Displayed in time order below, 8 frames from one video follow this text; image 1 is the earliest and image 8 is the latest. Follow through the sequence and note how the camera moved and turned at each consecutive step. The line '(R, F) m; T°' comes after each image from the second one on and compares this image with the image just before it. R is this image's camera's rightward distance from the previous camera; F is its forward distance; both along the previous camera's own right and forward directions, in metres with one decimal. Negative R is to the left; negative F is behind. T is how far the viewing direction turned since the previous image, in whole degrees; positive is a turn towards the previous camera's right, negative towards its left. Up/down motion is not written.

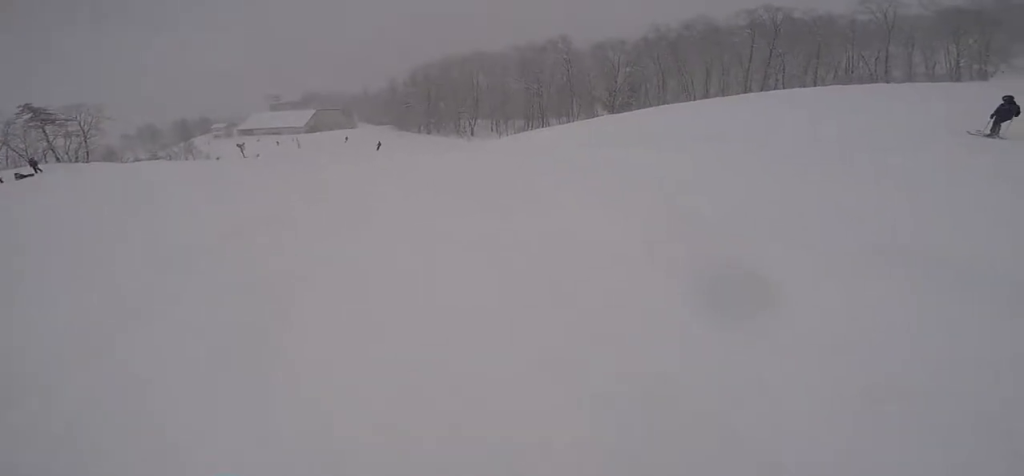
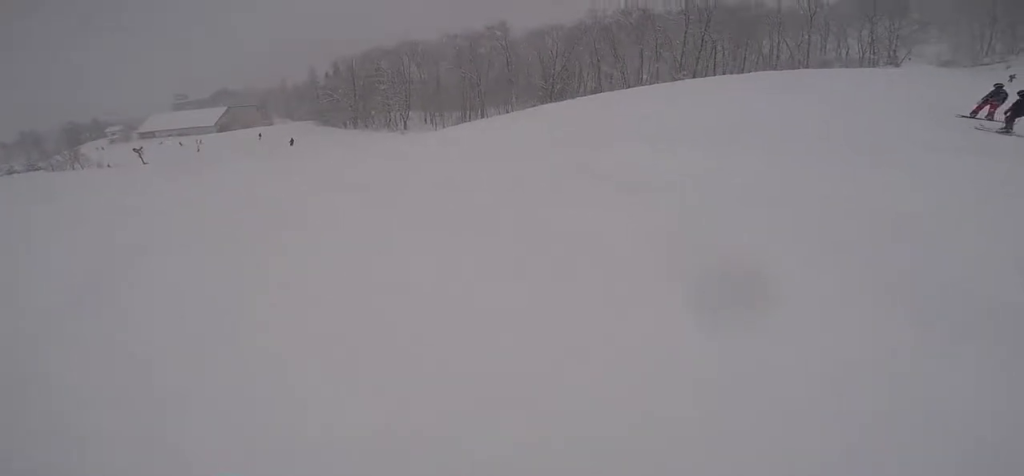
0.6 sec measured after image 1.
(+0.3, +2.9) m; +1°
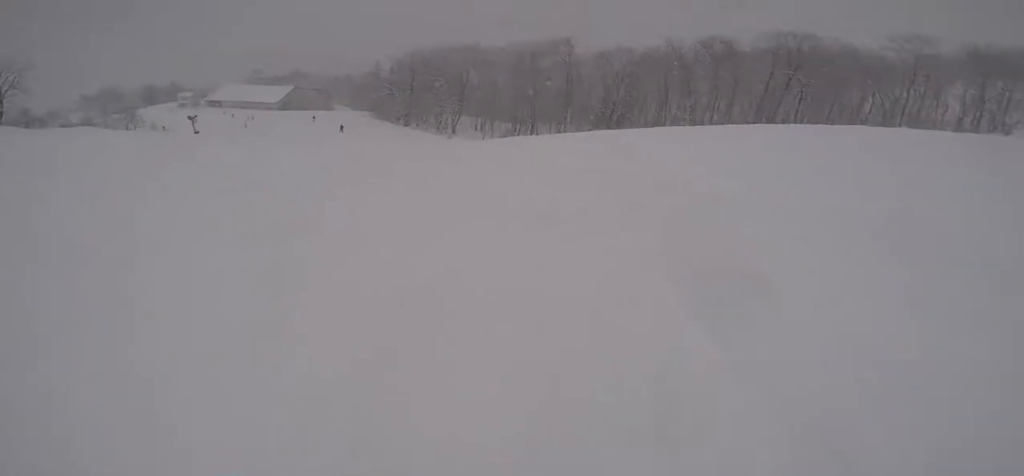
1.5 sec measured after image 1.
(-0.3, +4.1) m; -11°
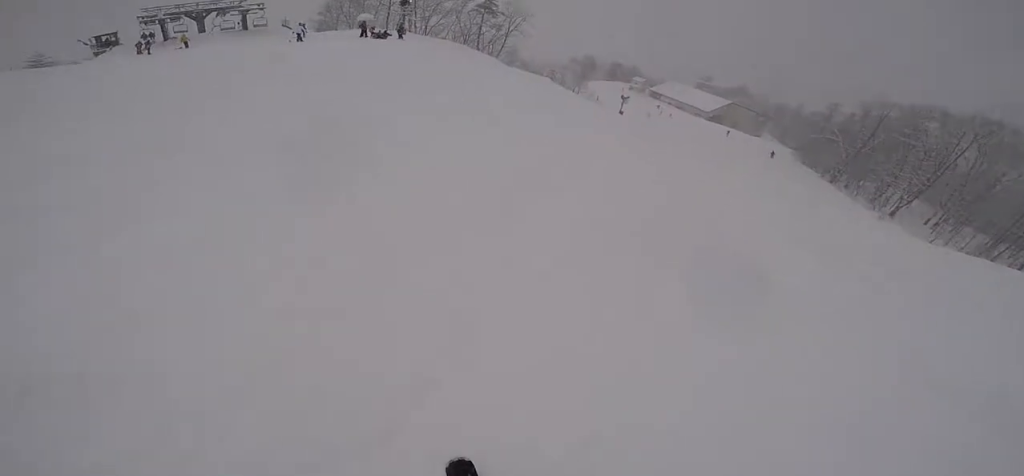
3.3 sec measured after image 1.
(-2.0, +8.4) m; -28°
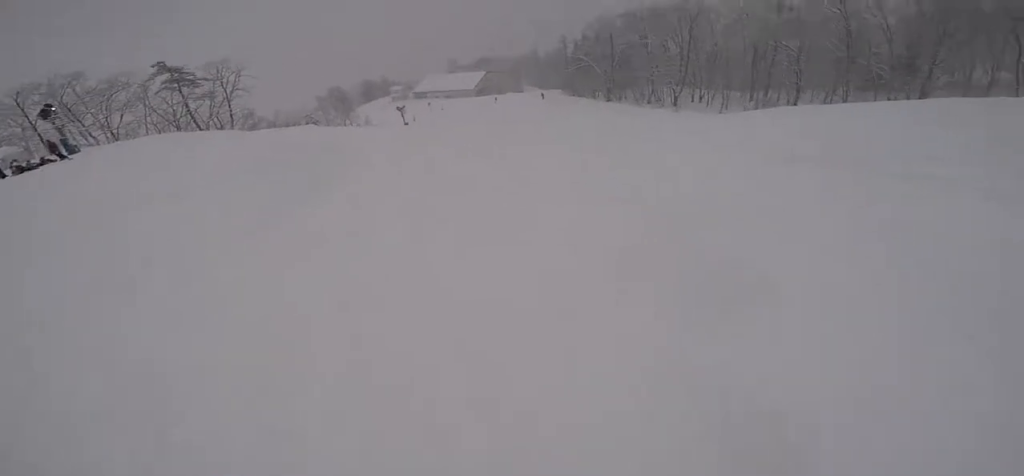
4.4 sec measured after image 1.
(-0.3, +5.5) m; +19°
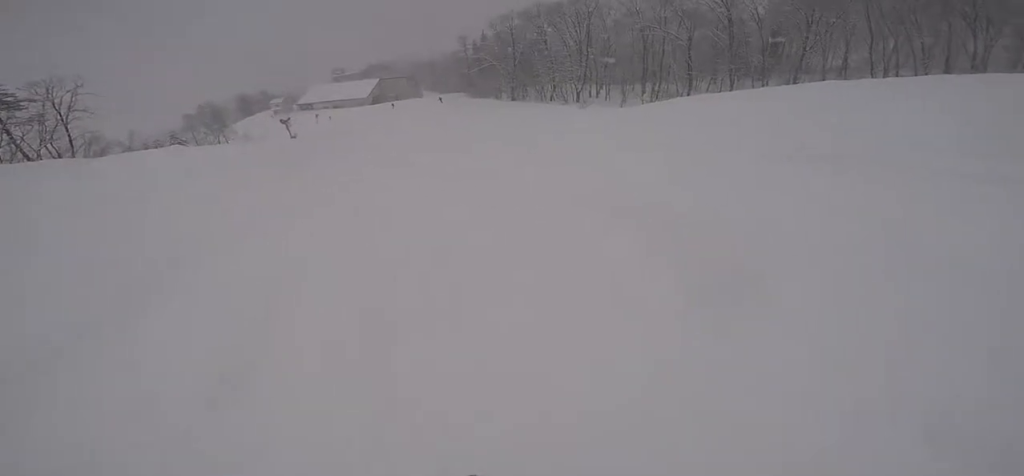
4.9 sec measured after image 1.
(+0.8, +2.3) m; +14°
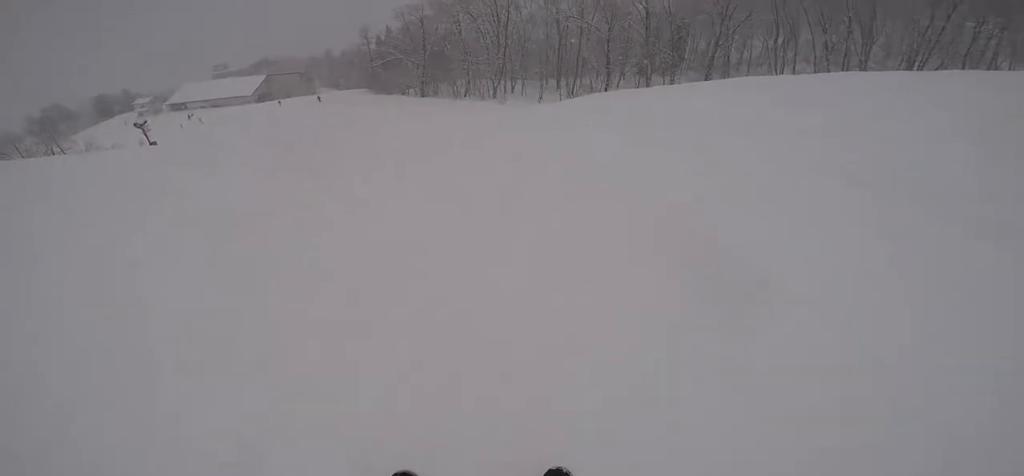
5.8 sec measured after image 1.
(+0.7, +4.4) m; +4°
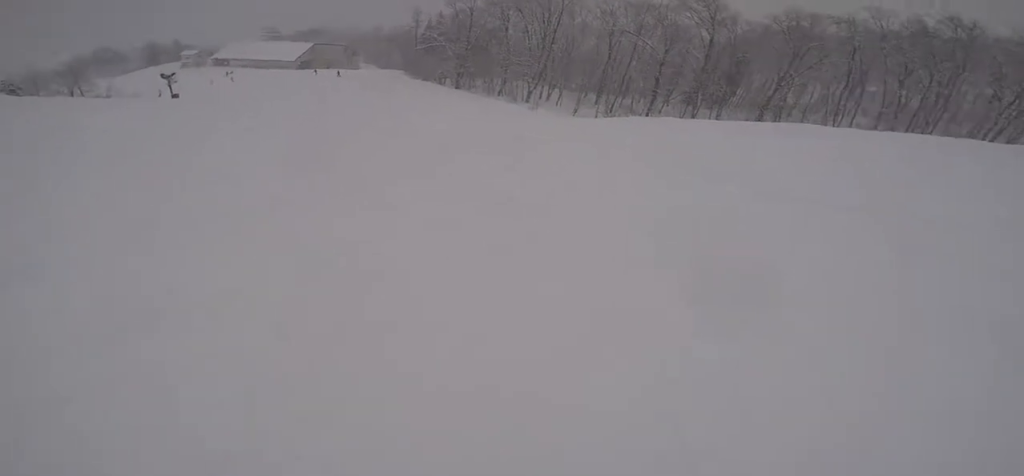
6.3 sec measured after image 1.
(+0.2, +3.0) m; -5°
